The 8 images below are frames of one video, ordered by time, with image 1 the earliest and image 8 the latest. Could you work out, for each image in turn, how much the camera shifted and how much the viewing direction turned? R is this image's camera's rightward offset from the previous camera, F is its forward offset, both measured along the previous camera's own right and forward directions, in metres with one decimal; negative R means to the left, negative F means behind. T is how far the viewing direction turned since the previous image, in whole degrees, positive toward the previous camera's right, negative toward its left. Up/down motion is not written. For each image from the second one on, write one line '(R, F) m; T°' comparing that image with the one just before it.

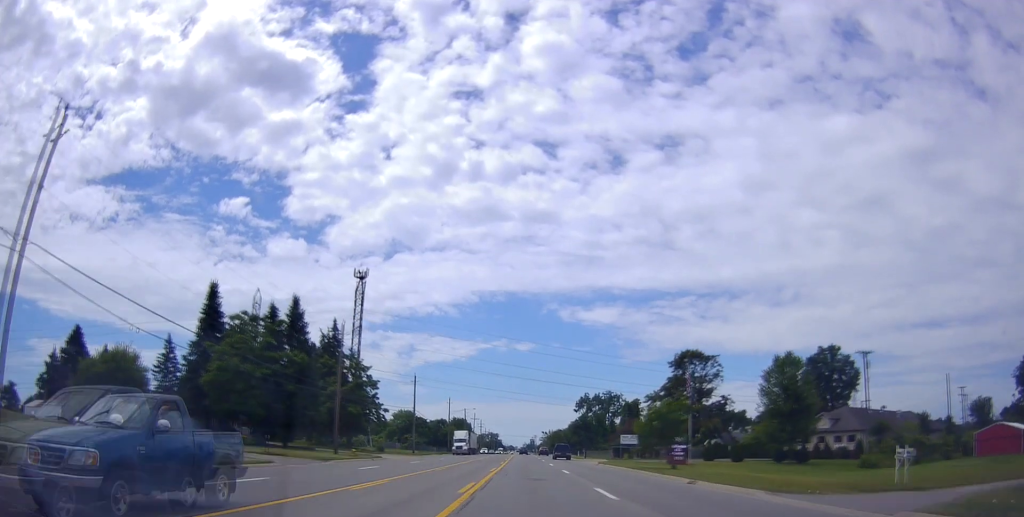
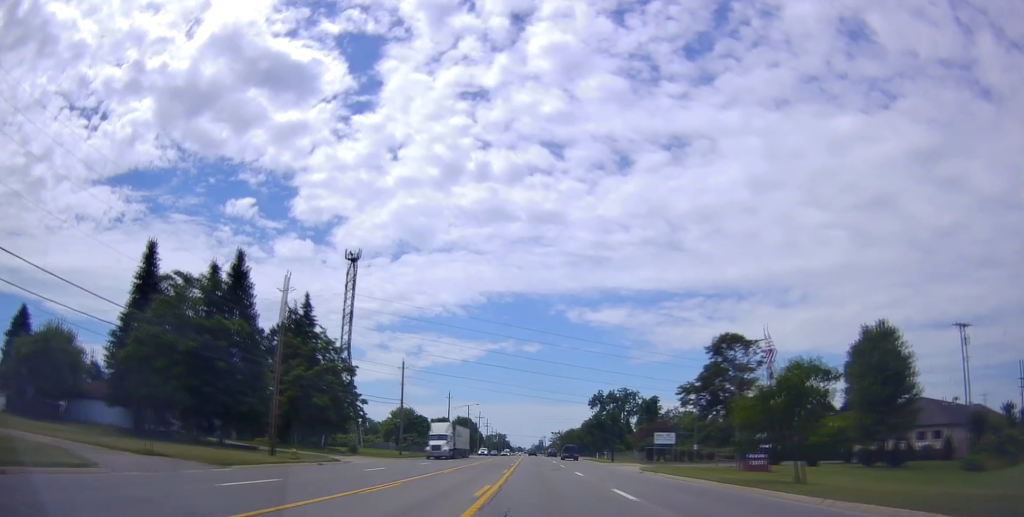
(-0.2, +16.6) m; +1°
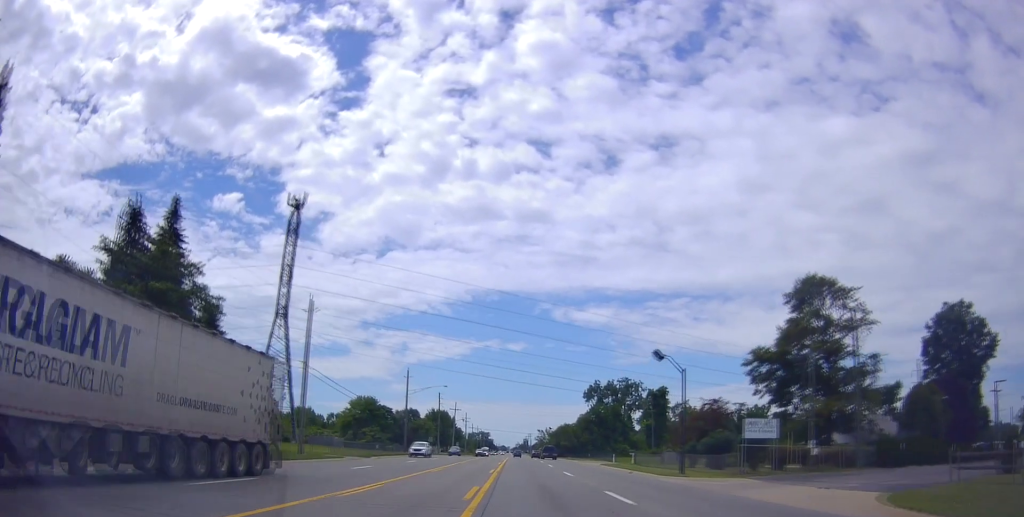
(+0.1, +31.0) m; +1°
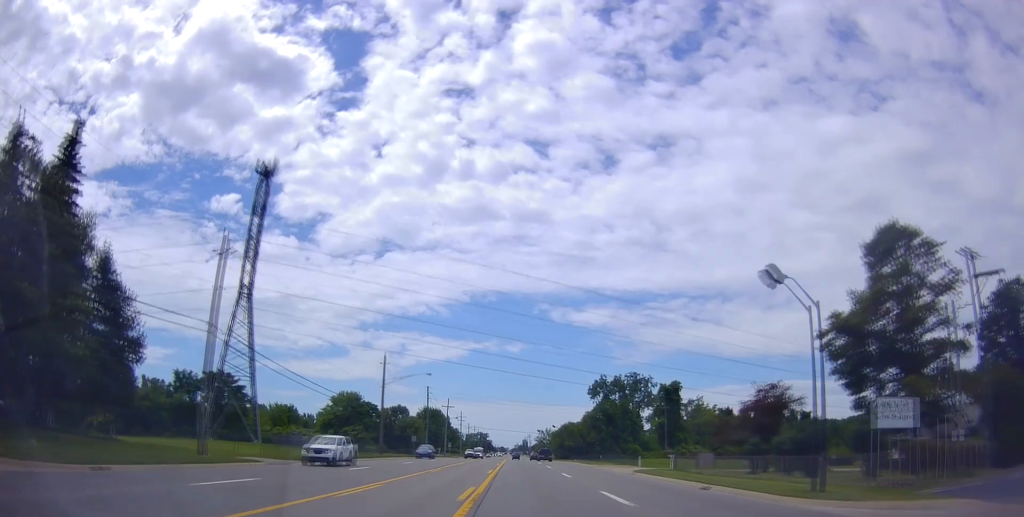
(+0.4, +14.8) m; 0°
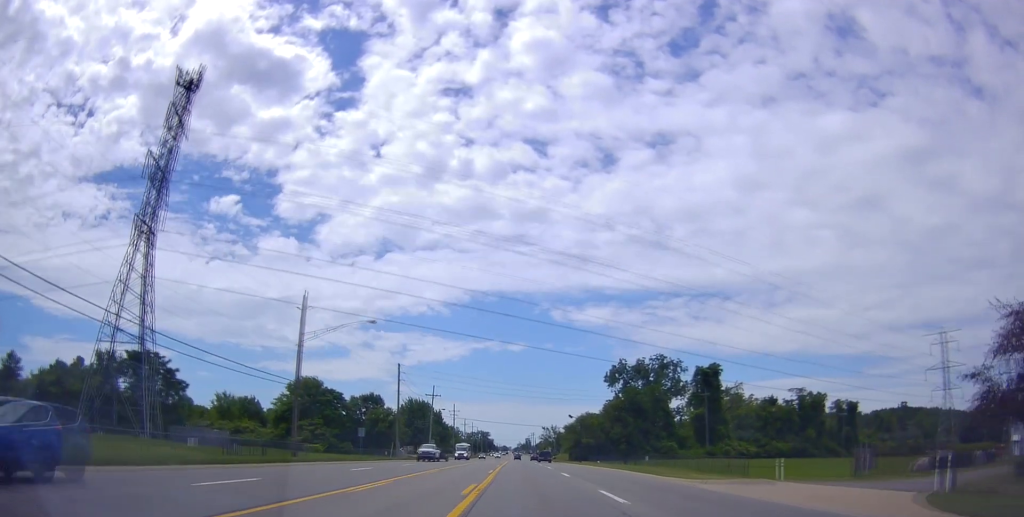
(-0.6, +29.4) m; -2°
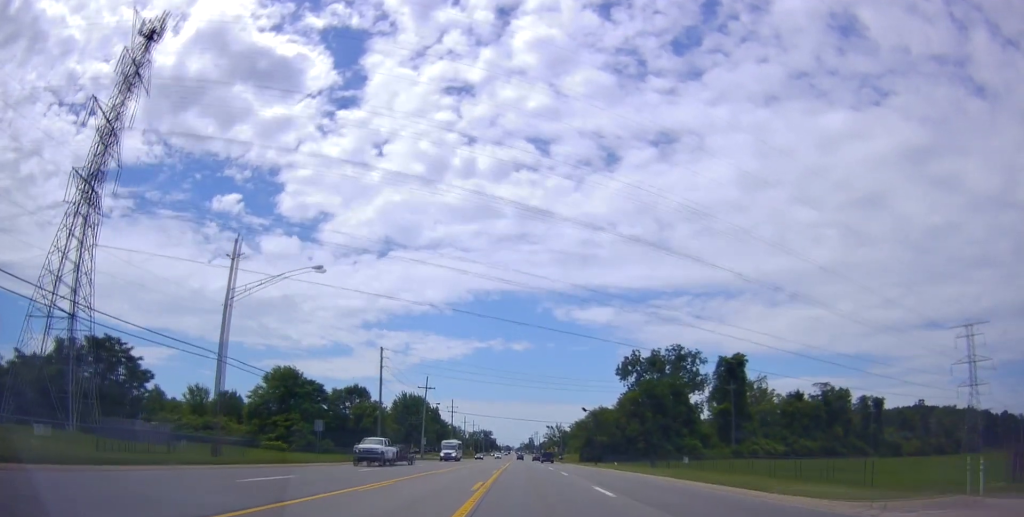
(0.0, +12.7) m; 0°
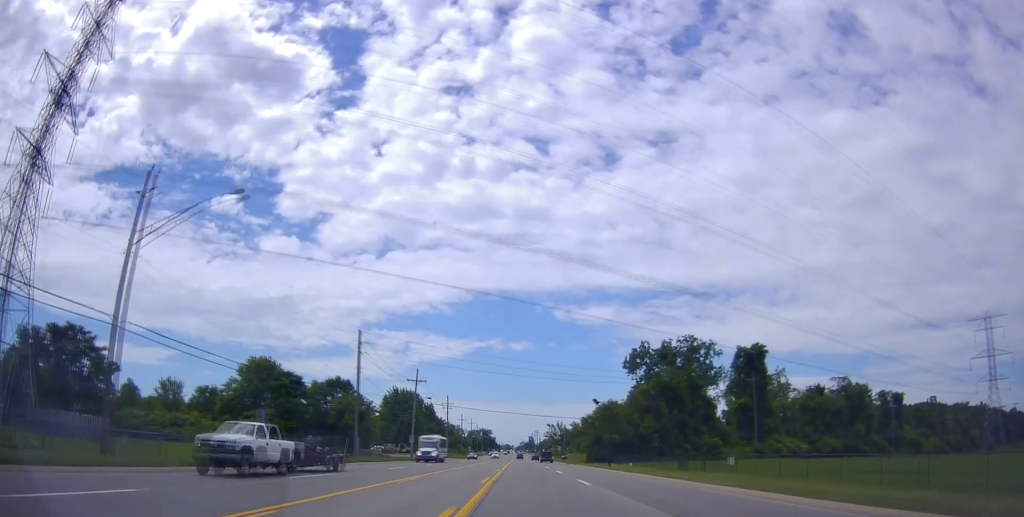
(0.0, +9.8) m; 0°
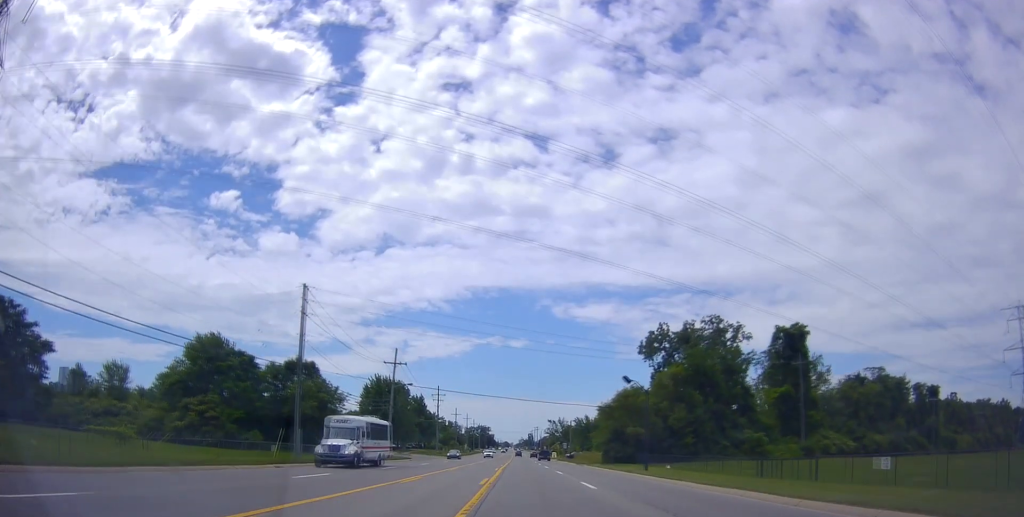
(+0.1, +16.2) m; 0°
